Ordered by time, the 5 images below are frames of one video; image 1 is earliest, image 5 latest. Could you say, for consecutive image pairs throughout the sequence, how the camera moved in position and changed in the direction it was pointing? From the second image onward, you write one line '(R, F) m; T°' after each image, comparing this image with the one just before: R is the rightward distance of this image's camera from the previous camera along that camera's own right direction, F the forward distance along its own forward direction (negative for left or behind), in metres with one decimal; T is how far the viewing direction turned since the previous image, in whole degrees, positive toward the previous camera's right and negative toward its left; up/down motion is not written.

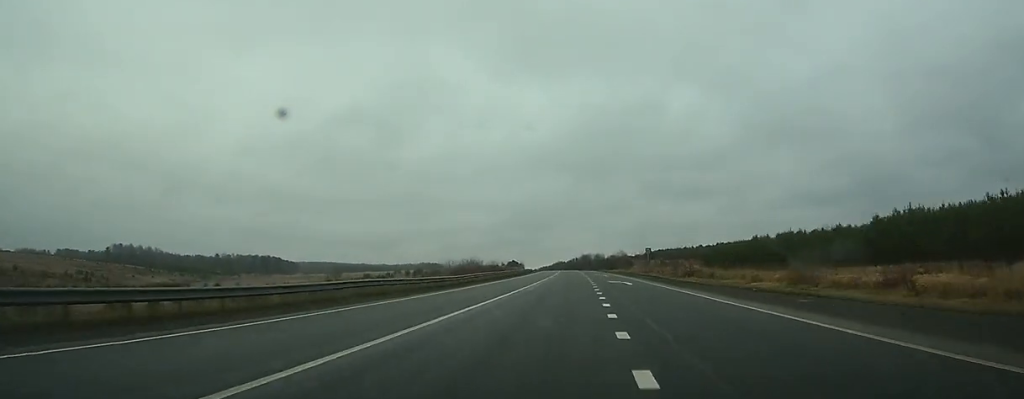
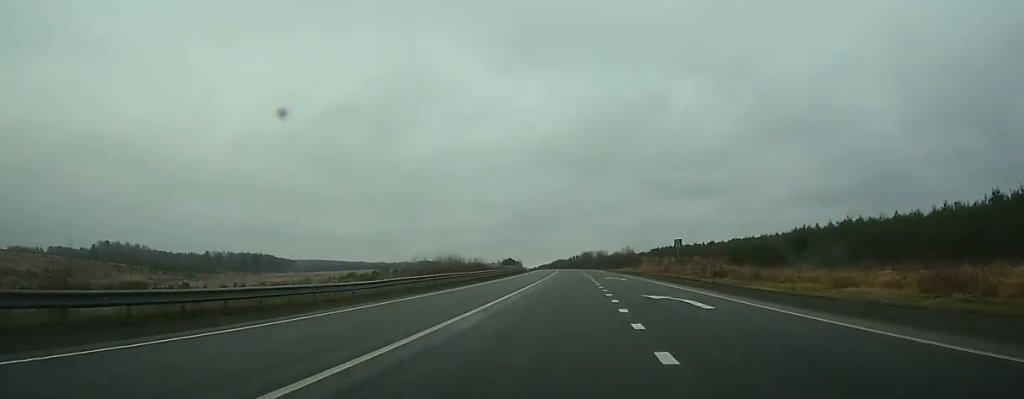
(0.0, +21.4) m; 0°
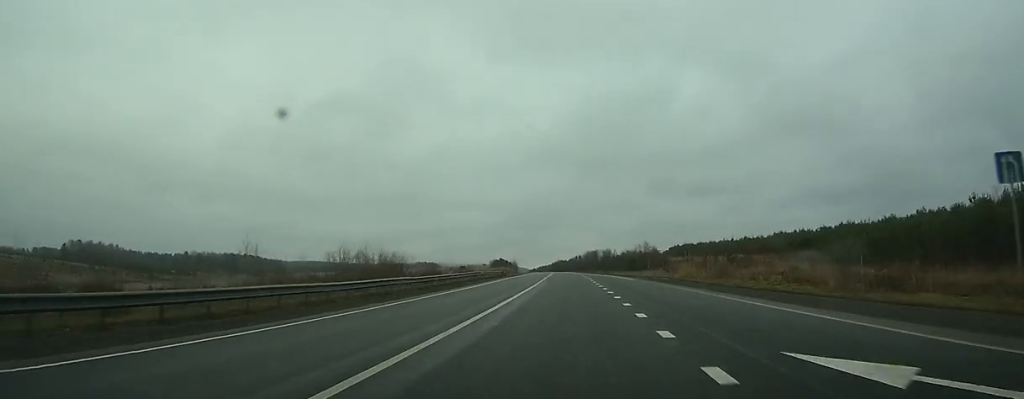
(0.0, +43.9) m; 0°
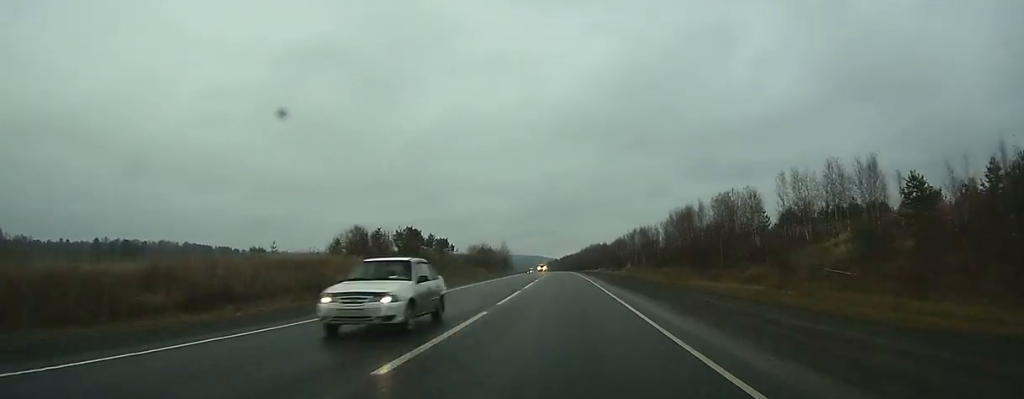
(-4.6, +194.0) m; -3°
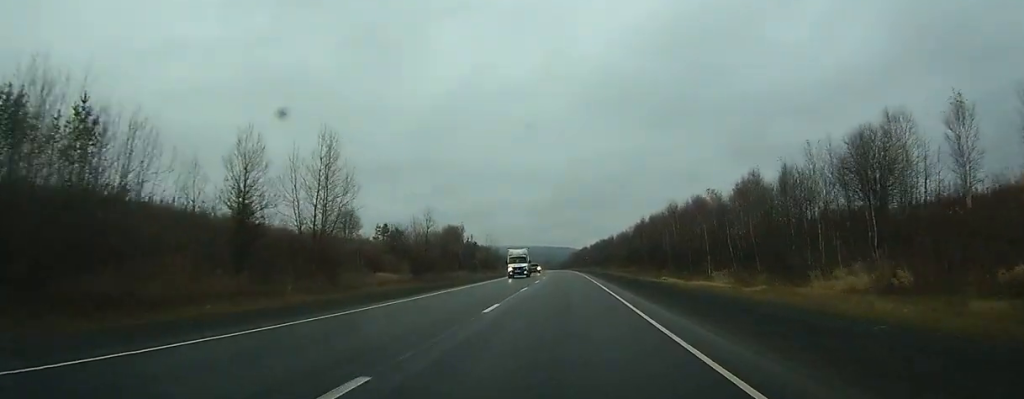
(-3.4, +147.7) m; -3°
